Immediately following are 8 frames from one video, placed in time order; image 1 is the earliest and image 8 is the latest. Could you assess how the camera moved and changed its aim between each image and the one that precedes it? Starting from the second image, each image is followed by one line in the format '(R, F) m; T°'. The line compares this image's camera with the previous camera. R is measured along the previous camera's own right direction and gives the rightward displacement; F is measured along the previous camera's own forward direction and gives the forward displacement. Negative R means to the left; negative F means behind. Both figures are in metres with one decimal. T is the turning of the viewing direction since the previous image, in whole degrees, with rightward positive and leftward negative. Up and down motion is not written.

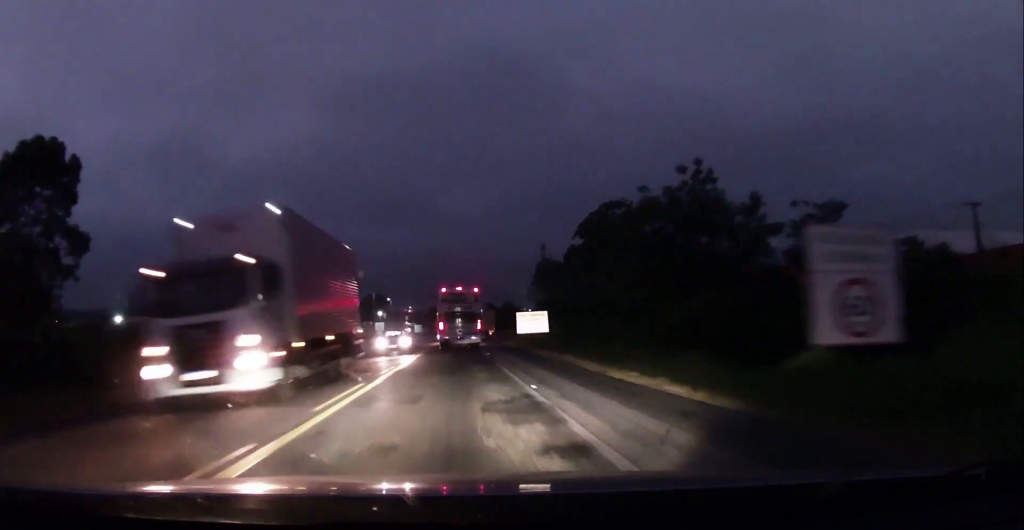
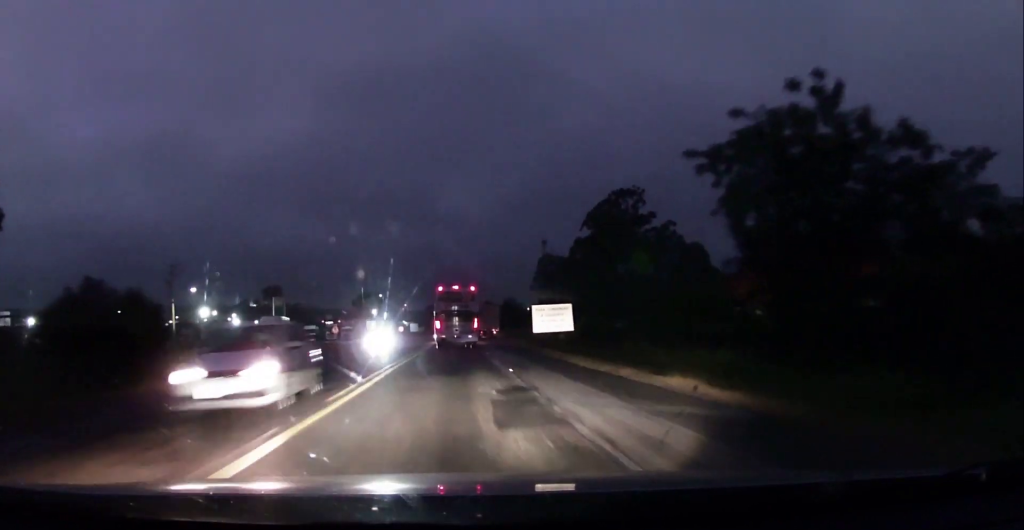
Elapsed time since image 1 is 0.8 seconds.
(0.0, +14.9) m; 0°
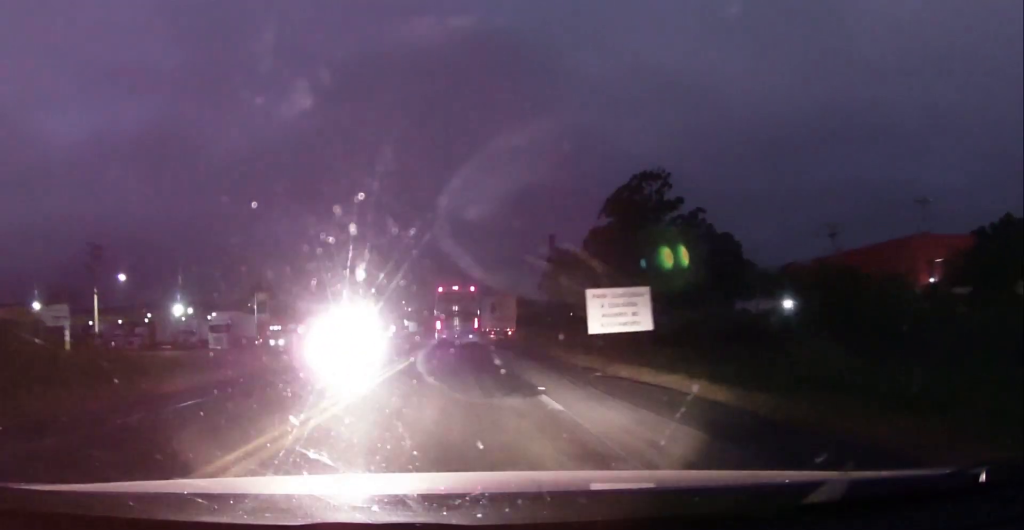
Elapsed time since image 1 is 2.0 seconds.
(-0.1, +20.2) m; -1°
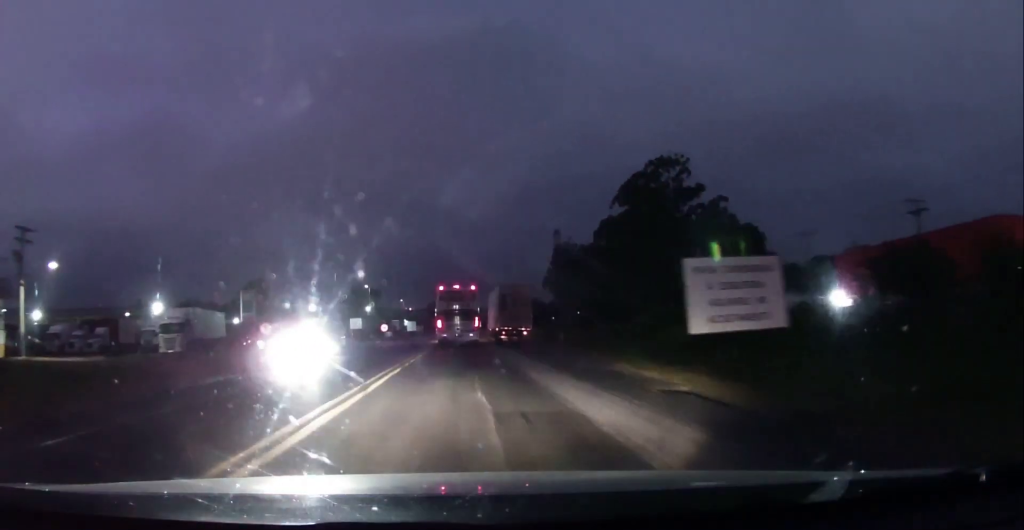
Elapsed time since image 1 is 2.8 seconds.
(-0.1, +13.0) m; 0°
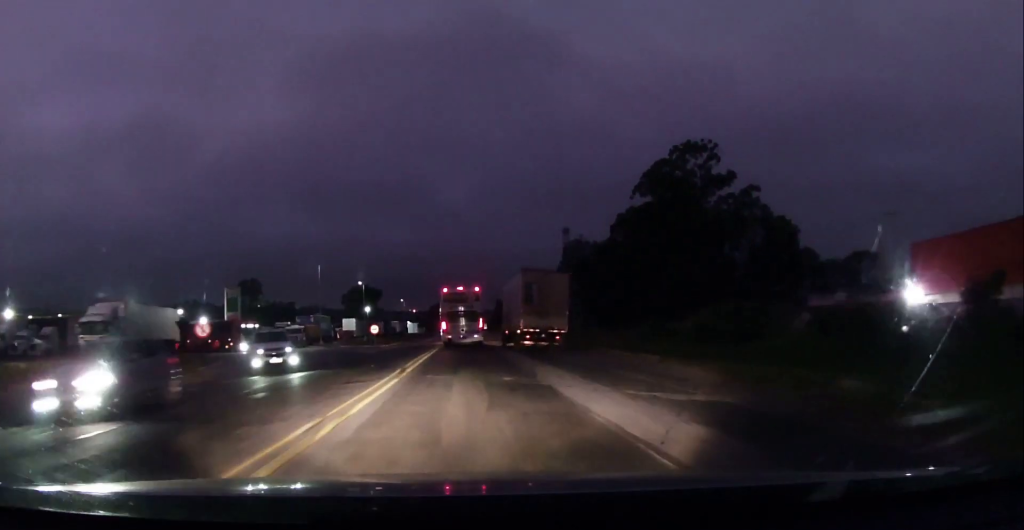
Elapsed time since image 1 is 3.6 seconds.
(+0.3, +14.5) m; 0°
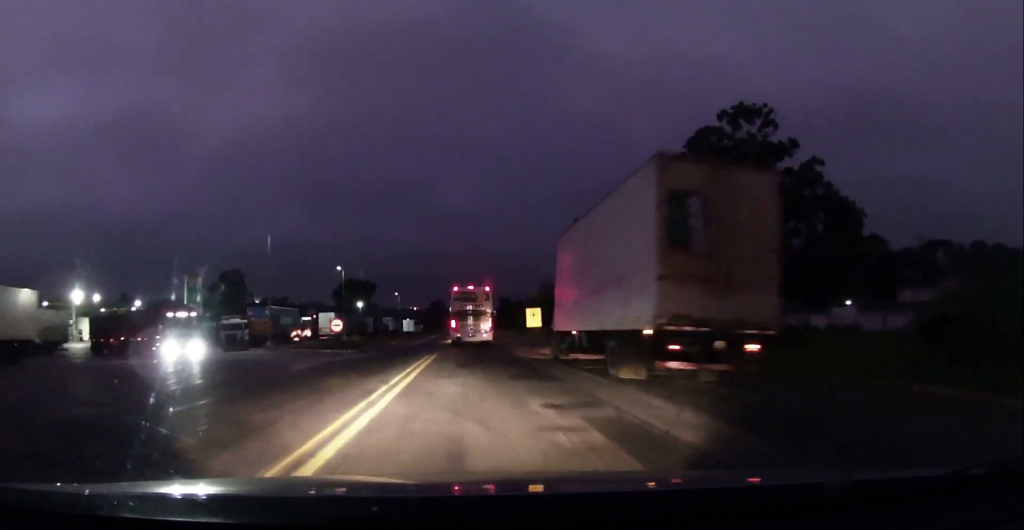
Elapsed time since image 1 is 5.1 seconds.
(-0.3, +23.9) m; -1°
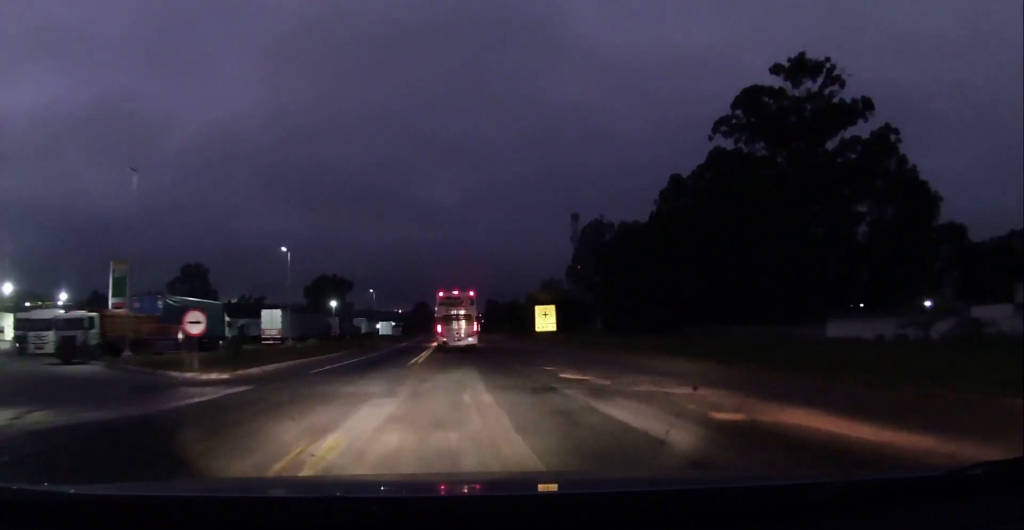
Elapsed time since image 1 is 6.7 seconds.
(-0.1, +24.7) m; -1°
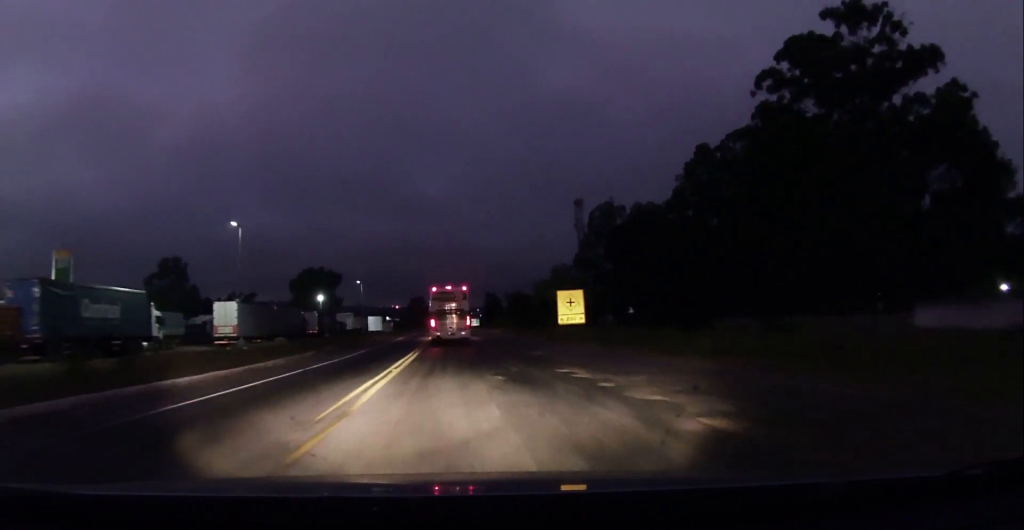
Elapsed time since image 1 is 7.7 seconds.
(0.0, +15.8) m; +2°
